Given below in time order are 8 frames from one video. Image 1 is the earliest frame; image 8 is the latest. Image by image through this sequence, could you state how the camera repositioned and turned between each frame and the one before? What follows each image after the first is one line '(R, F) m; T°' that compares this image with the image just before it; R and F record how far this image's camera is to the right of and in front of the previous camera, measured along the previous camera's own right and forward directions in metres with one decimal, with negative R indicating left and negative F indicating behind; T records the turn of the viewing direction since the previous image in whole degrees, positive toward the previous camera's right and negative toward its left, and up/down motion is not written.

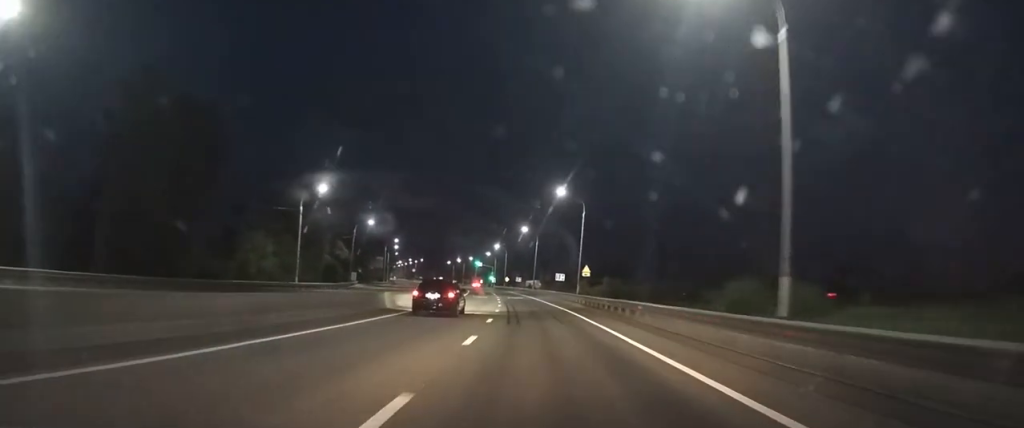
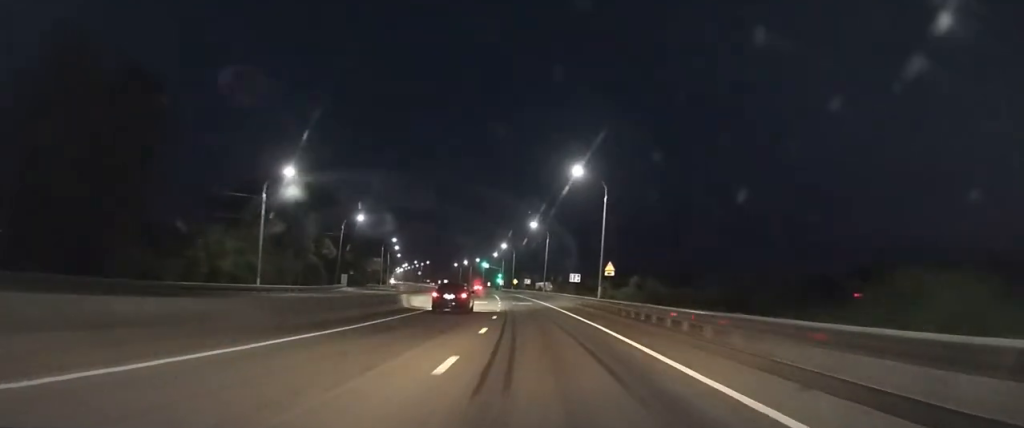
(-0.1, +10.9) m; -1°
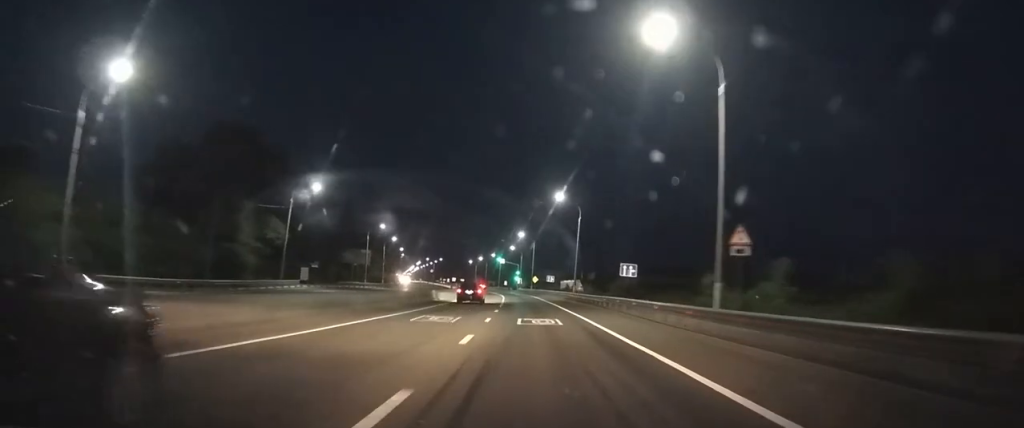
(-0.4, +27.4) m; -2°
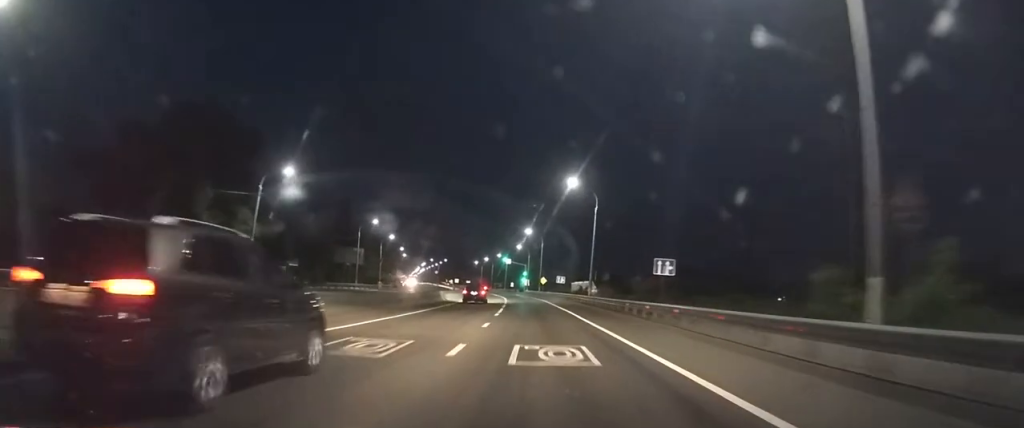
(-0.1, +10.1) m; -1°
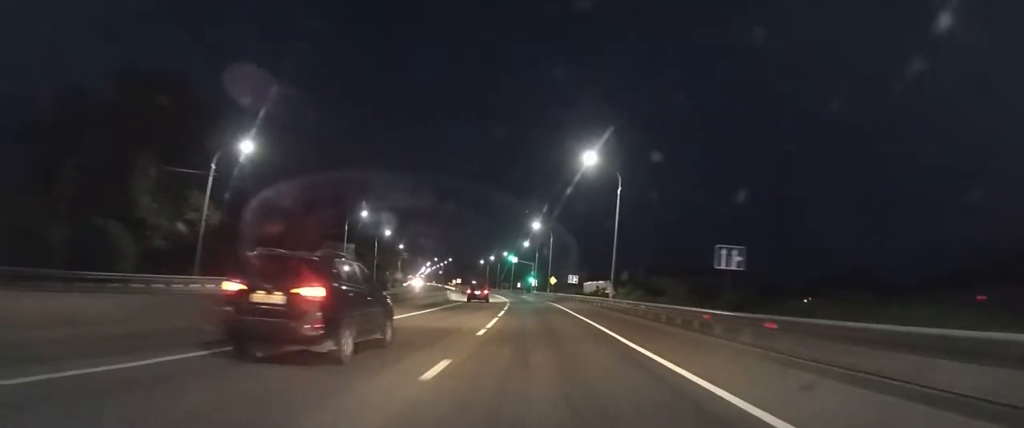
(0.0, +10.7) m; -1°
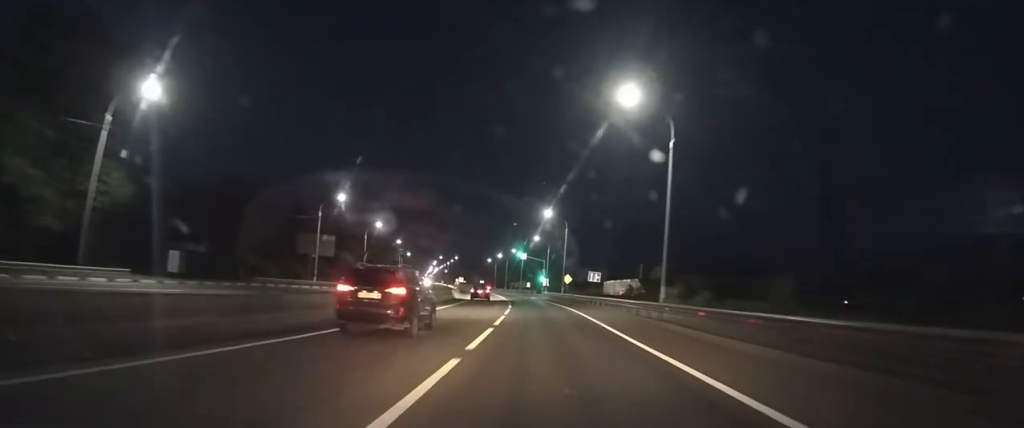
(-0.2, +15.5) m; -1°
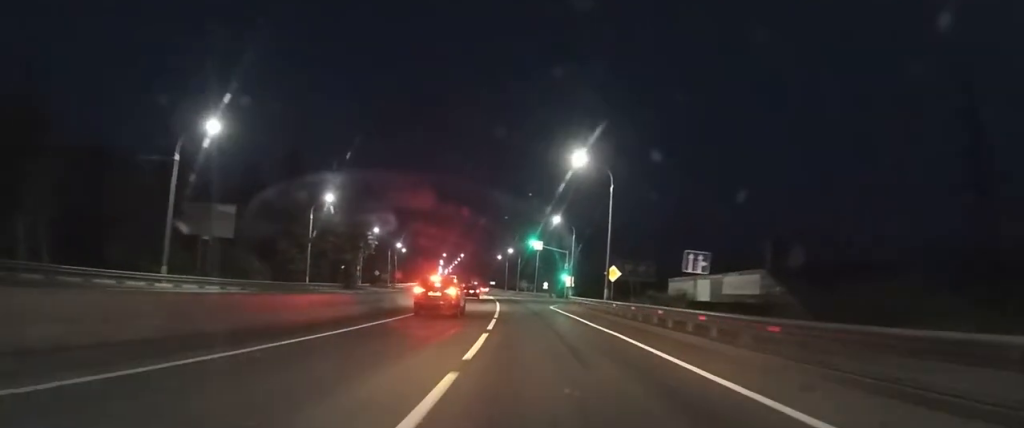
(-0.8, +38.7) m; -2°
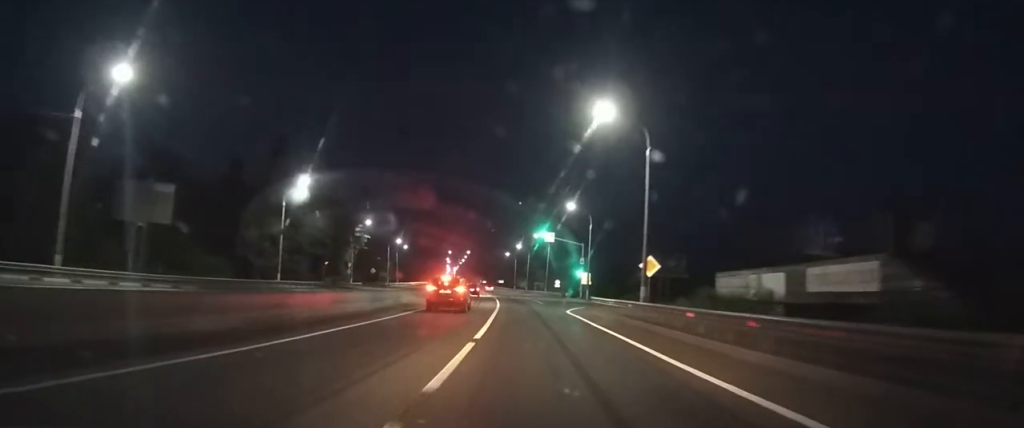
(-0.1, +12.2) m; -1°
